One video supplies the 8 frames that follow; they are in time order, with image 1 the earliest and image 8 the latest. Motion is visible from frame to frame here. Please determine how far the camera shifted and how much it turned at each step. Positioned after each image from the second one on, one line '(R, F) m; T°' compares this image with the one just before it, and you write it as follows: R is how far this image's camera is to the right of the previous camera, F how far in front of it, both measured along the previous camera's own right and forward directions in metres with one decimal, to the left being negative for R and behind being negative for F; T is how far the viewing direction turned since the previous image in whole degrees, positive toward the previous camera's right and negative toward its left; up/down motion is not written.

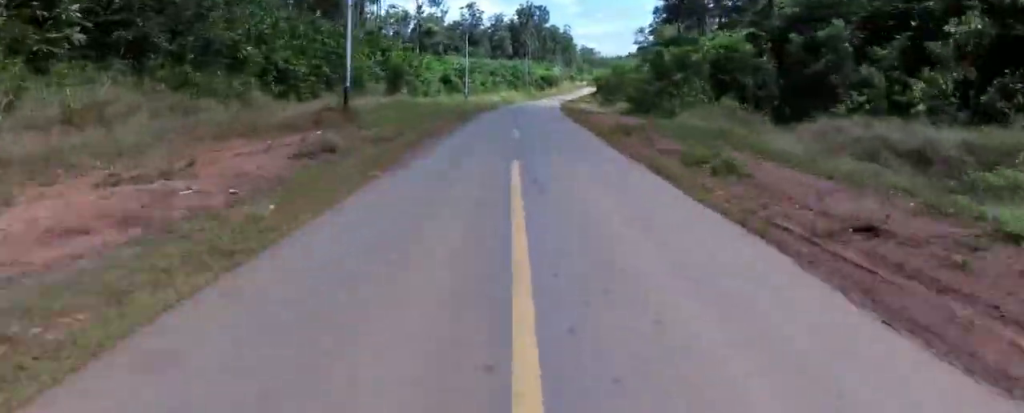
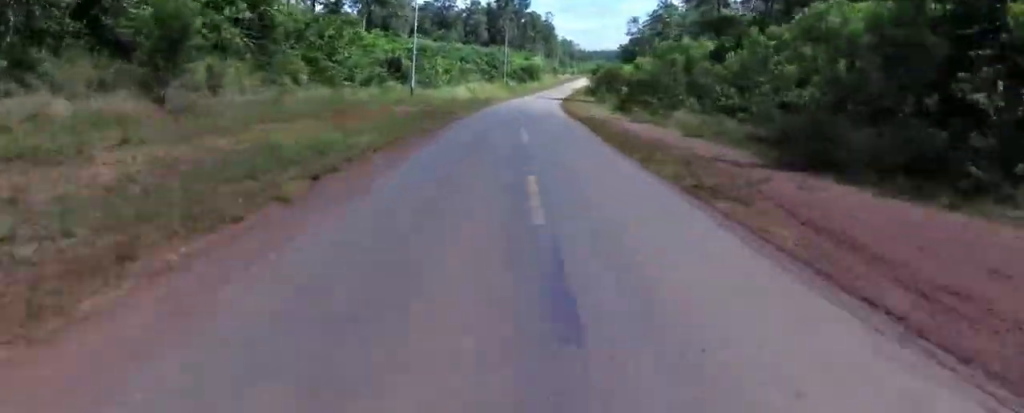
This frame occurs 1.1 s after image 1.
(+0.7, +25.5) m; 0°
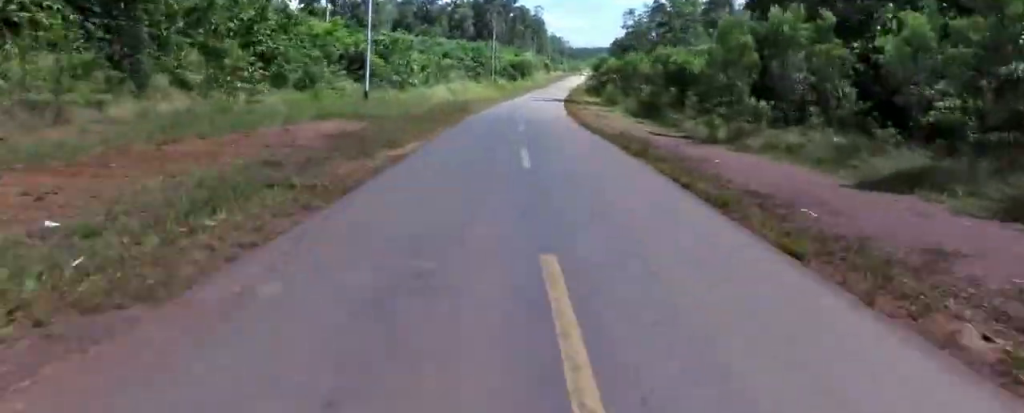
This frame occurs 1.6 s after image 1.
(-0.1, +12.3) m; 0°
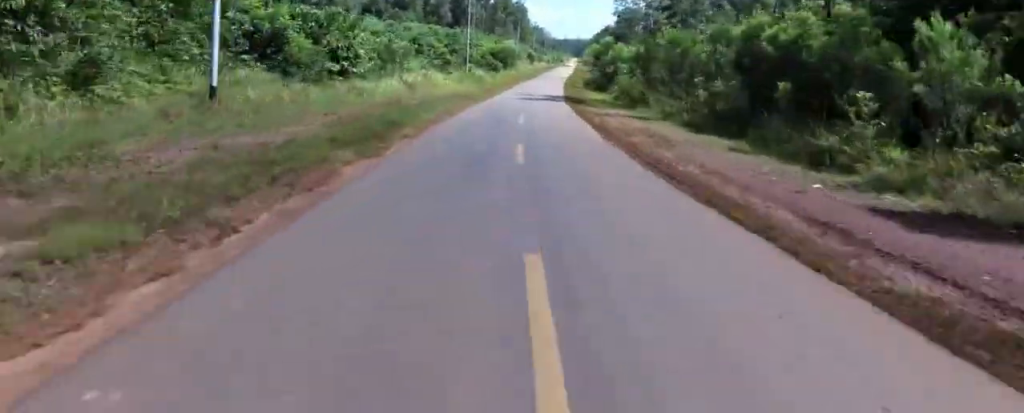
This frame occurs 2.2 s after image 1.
(-0.9, +15.8) m; 0°
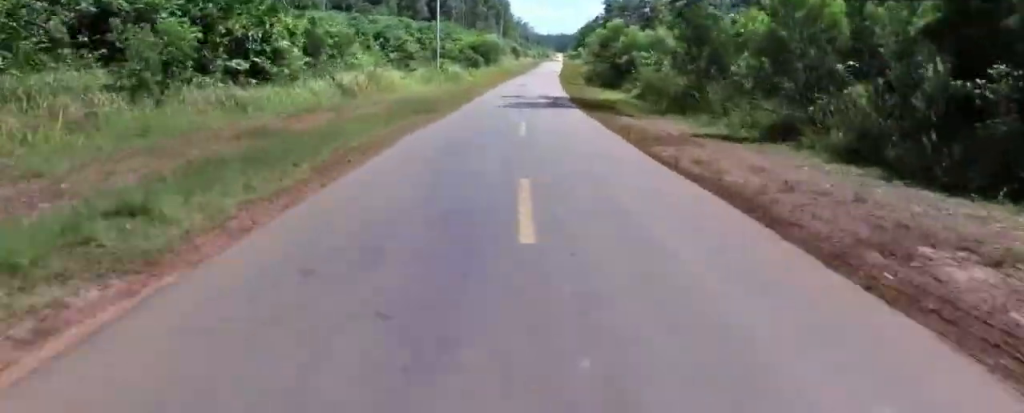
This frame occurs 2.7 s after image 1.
(+0.5, +12.6) m; +3°
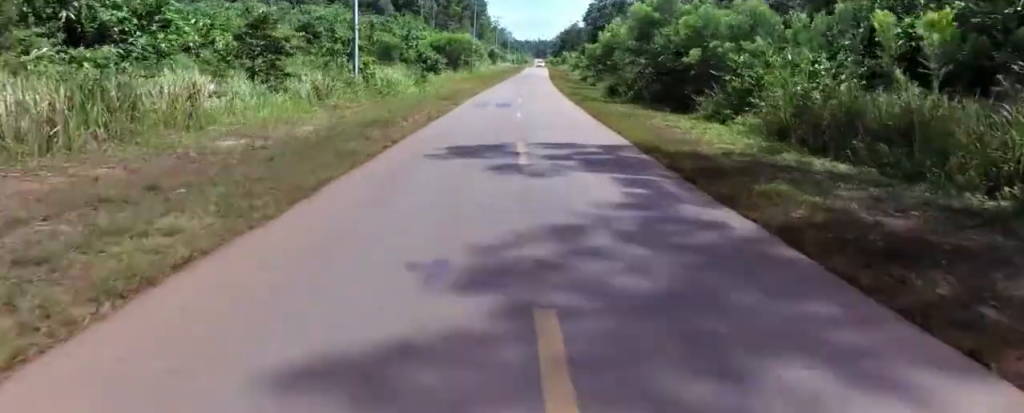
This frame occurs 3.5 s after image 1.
(+0.9, +20.2) m; +5°
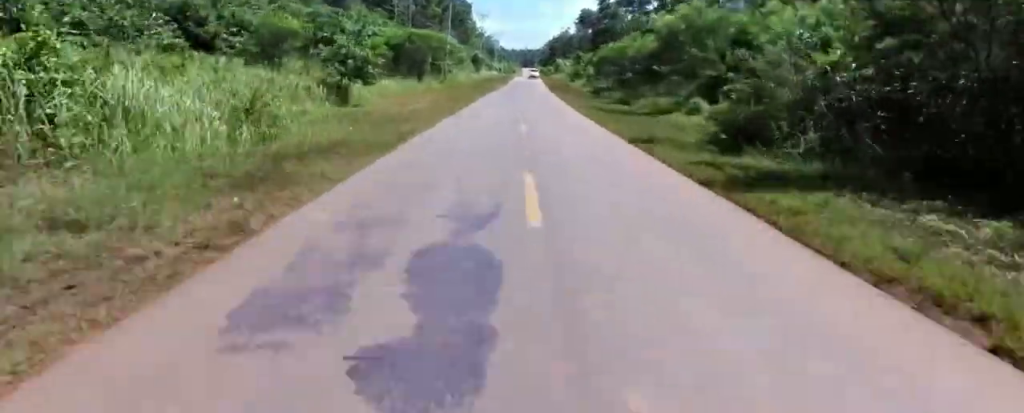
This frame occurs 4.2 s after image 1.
(+0.8, +18.5) m; +4°
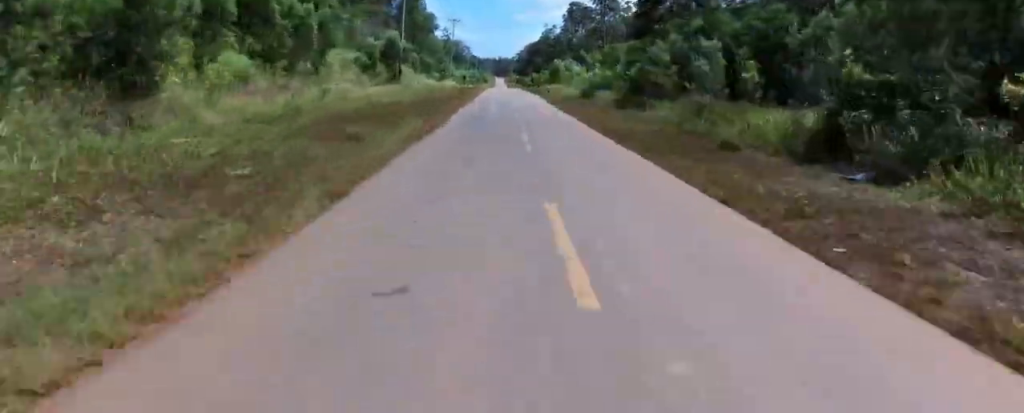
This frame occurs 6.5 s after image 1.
(+1.5, +58.3) m; 0°
